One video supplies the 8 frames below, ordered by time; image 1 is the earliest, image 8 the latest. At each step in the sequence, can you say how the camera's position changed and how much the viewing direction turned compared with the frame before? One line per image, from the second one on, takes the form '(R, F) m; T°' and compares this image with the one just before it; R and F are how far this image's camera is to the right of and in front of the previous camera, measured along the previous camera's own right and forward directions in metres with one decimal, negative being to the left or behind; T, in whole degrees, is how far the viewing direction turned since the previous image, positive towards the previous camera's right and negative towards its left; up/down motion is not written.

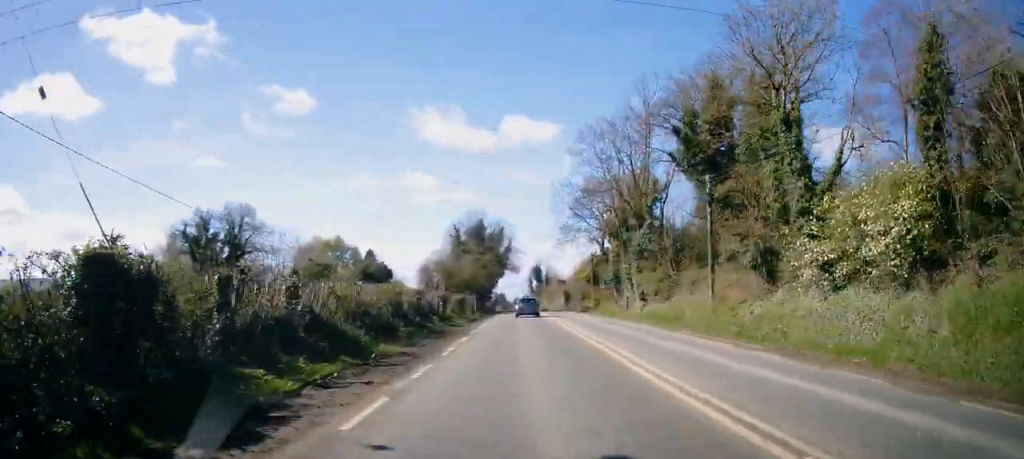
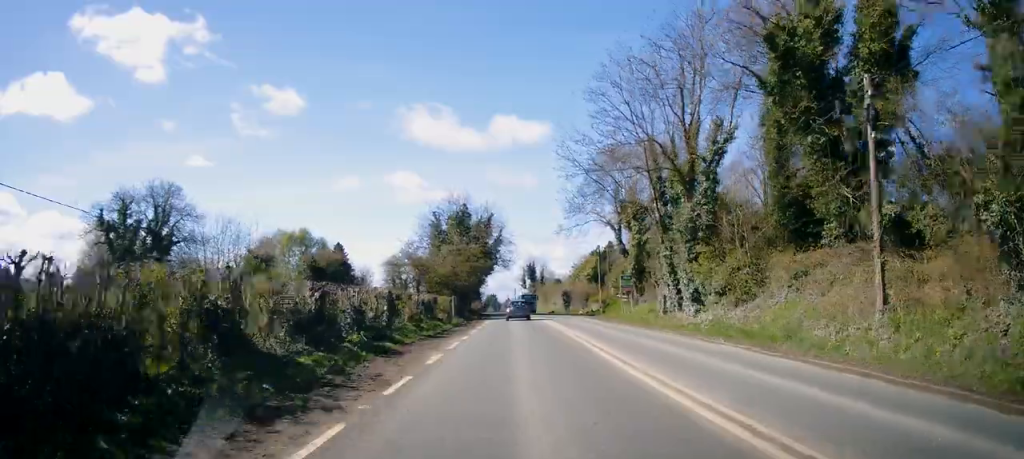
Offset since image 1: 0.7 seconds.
(+0.9, +13.7) m; +4°
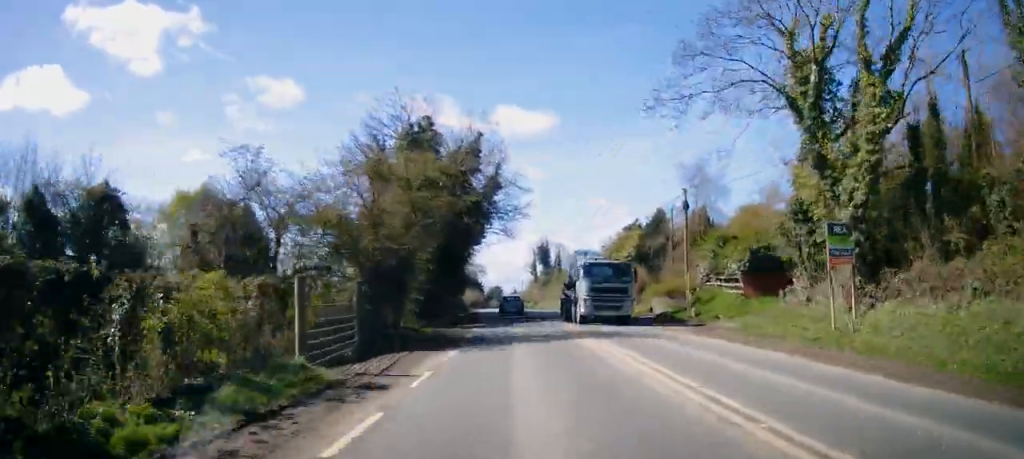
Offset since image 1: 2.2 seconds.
(-0.2, +31.5) m; -1°
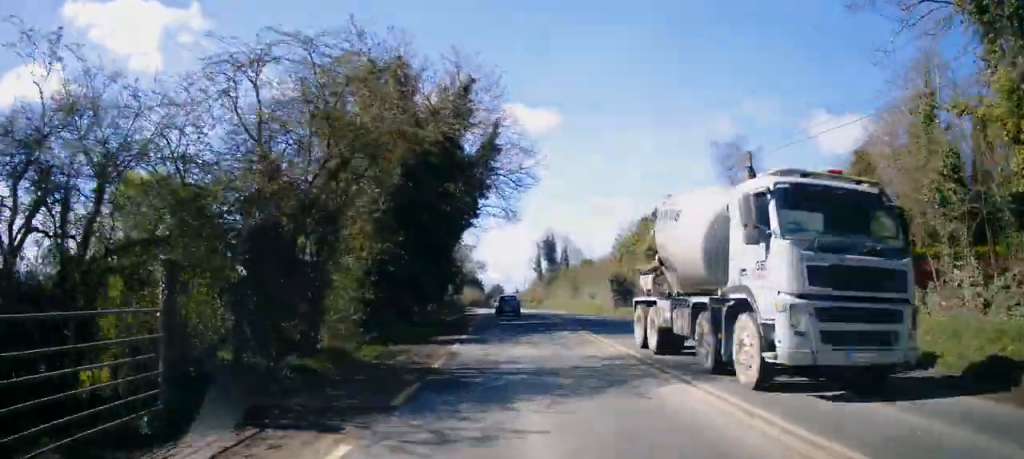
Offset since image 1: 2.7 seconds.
(-0.1, +9.6) m; 0°
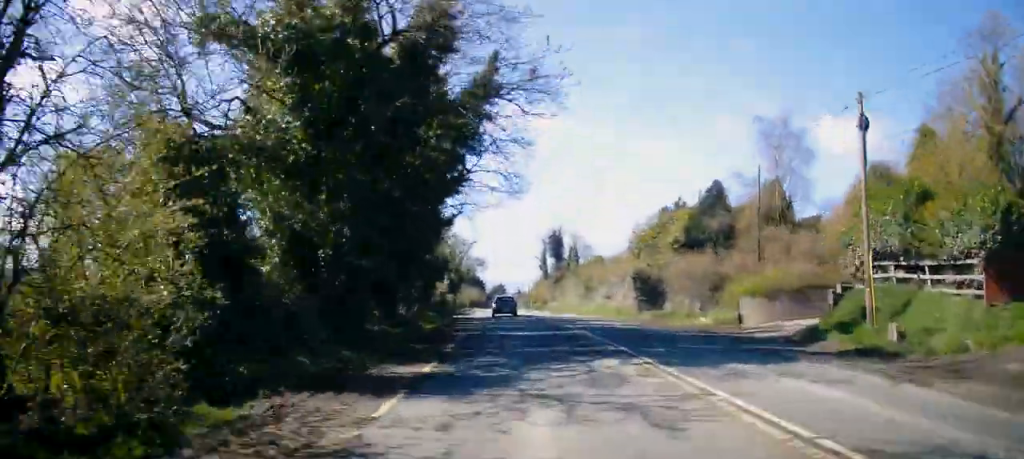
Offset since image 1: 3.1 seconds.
(+0.1, +8.8) m; 0°
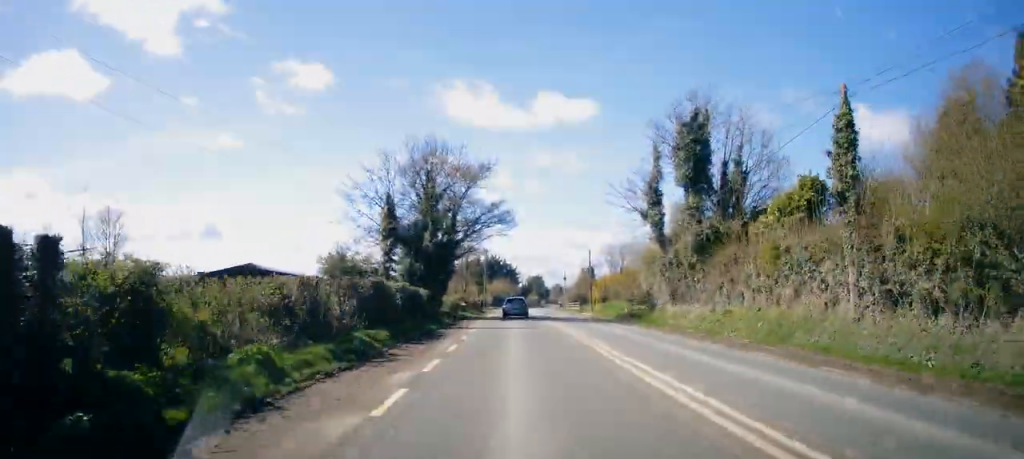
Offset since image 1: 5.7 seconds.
(-1.5, +51.8) m; -3°
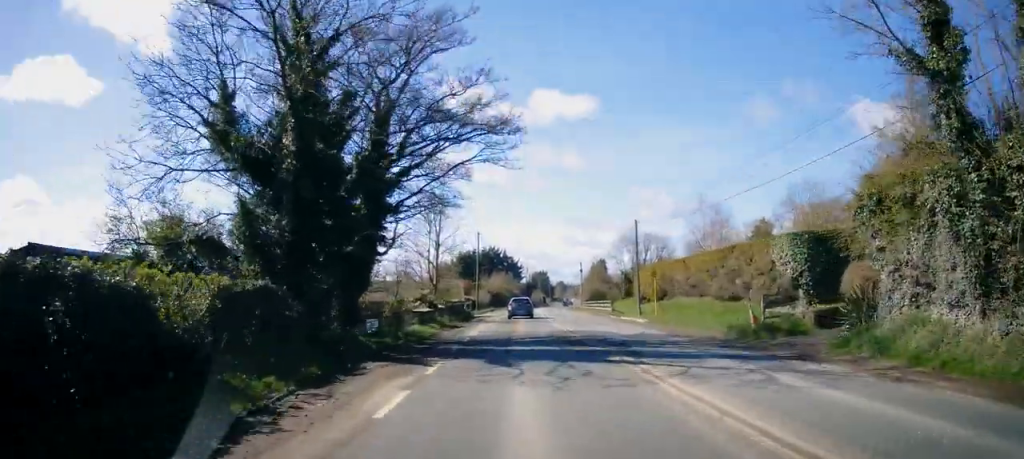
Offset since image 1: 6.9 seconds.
(-0.1, +24.0) m; 0°
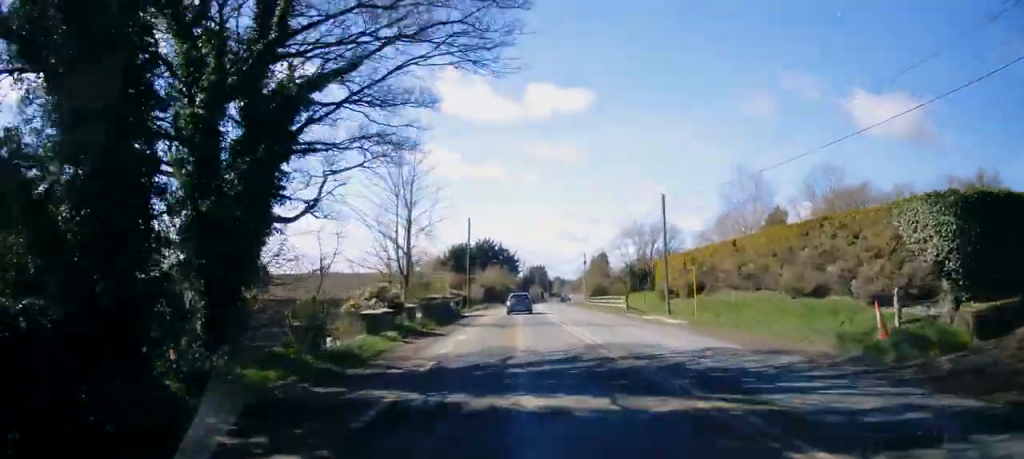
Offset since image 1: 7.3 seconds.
(0.0, +8.6) m; 0°
